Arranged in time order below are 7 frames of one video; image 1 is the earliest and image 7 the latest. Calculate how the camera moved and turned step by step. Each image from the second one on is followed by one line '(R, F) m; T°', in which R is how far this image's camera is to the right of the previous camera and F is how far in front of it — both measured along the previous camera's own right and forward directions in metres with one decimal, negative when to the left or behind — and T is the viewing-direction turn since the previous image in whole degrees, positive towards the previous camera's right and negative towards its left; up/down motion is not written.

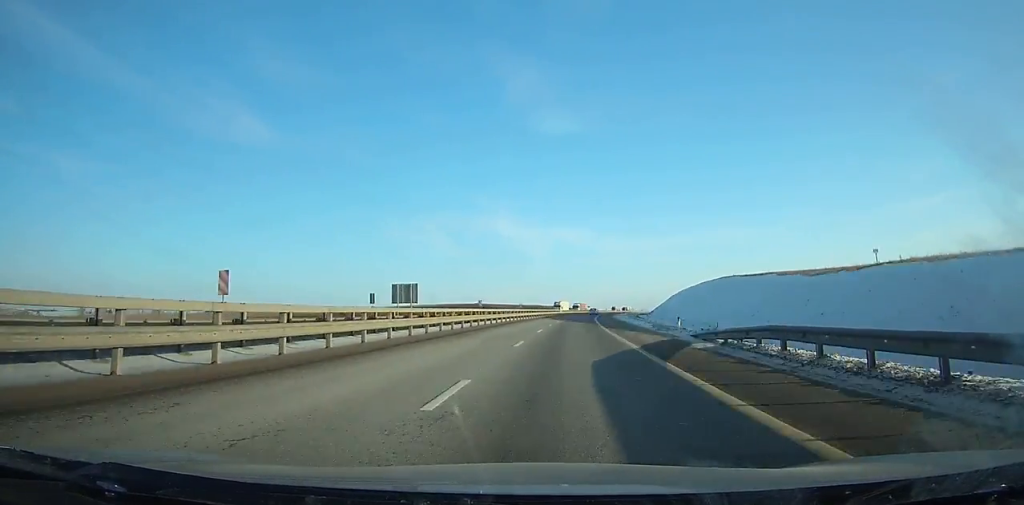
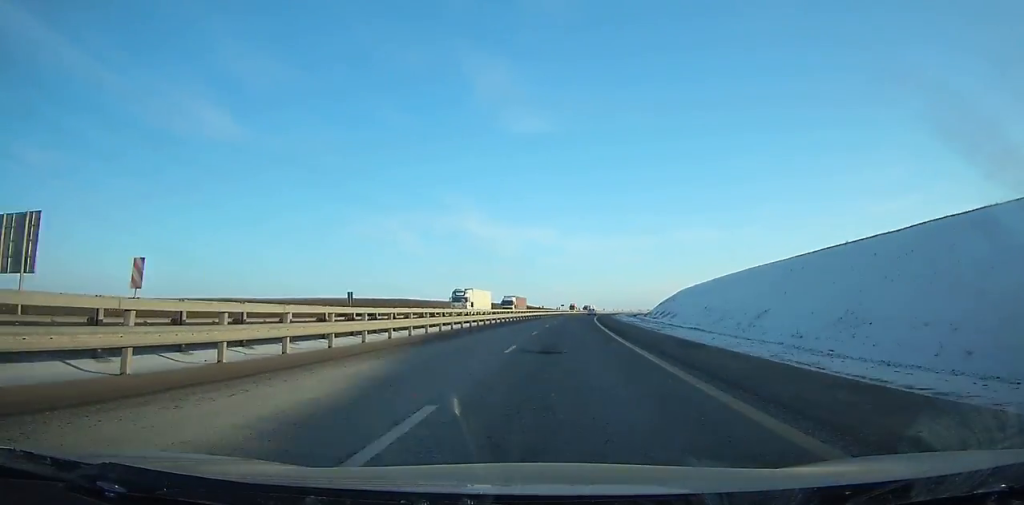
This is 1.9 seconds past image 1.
(+0.9, +60.9) m; +3°
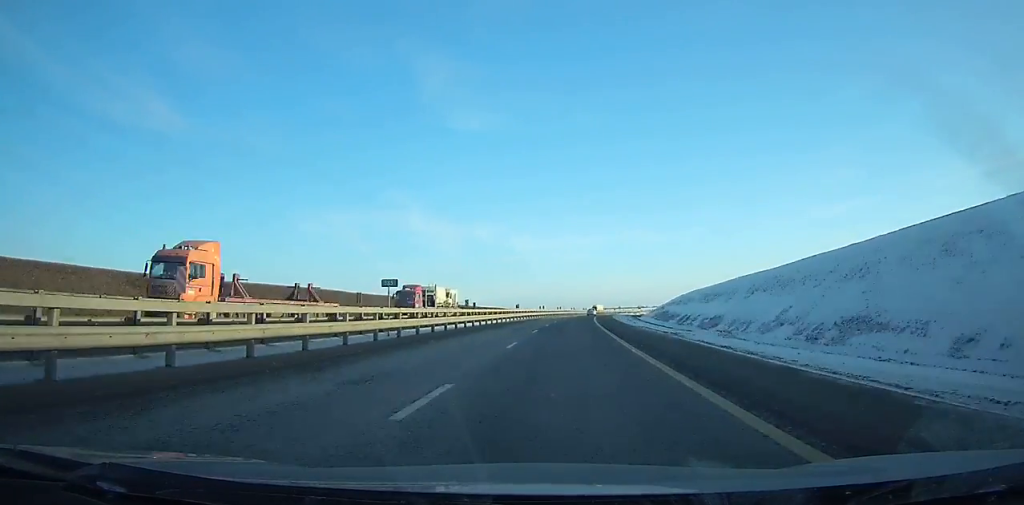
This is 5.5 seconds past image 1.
(+6.6, +115.2) m; +6°
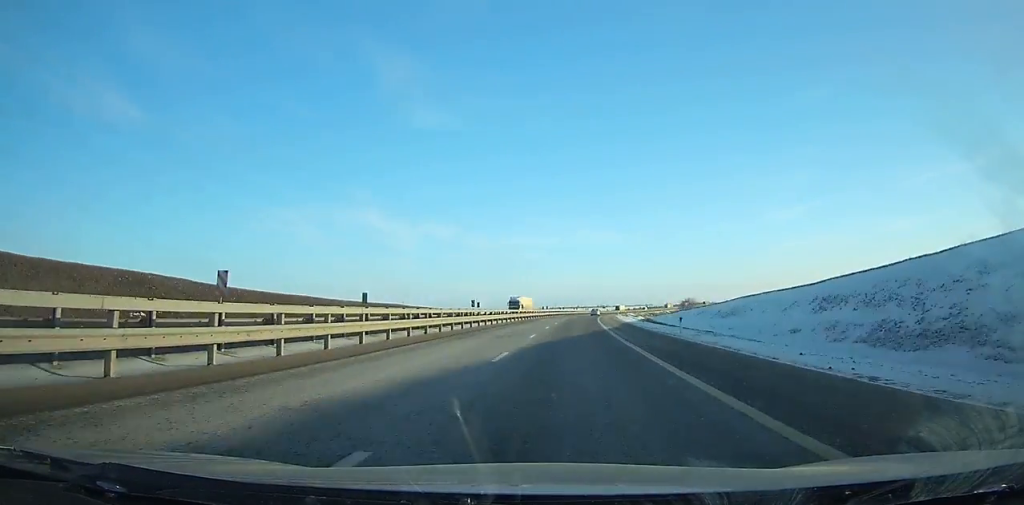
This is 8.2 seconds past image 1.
(+3.1, +86.8) m; +4°
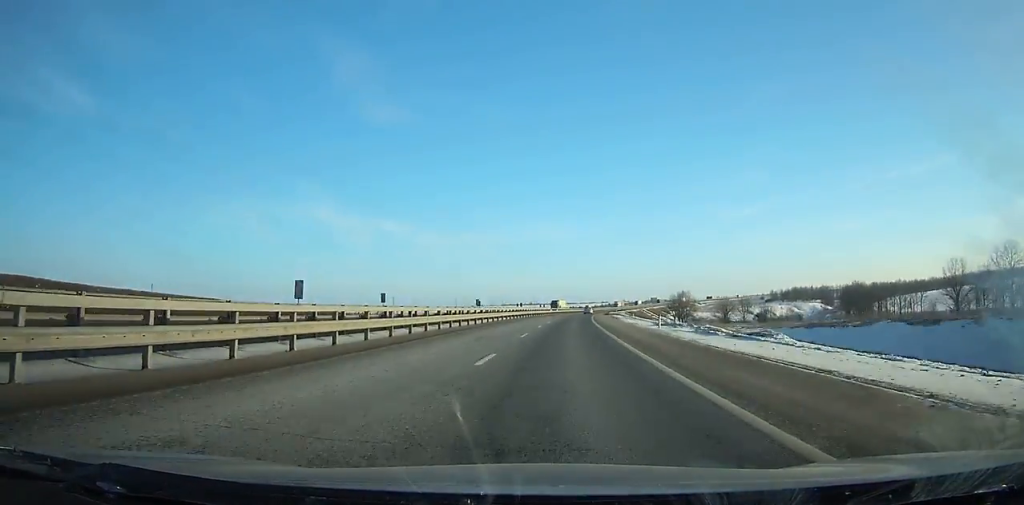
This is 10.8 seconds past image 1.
(+2.8, +84.1) m; +4°
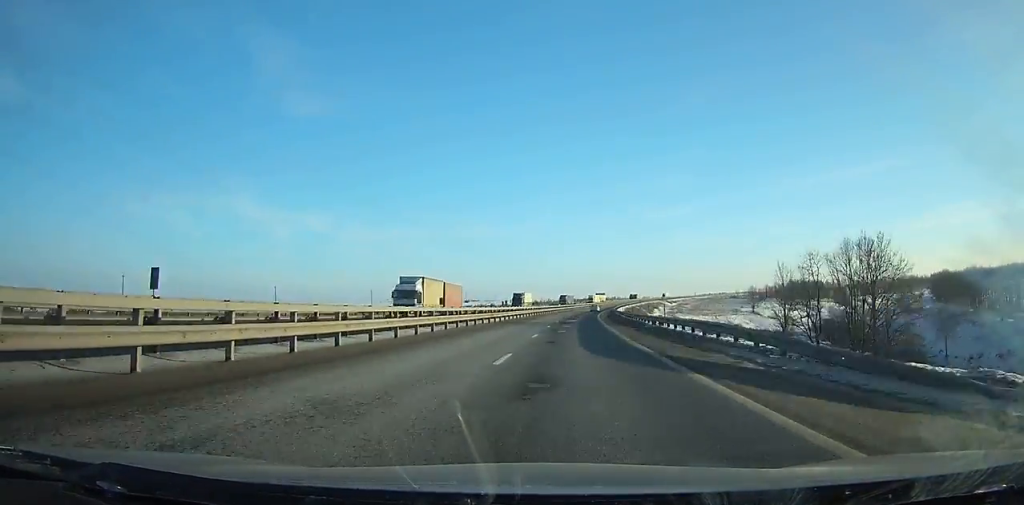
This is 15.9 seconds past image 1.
(+12.4, +166.7) m; +8°
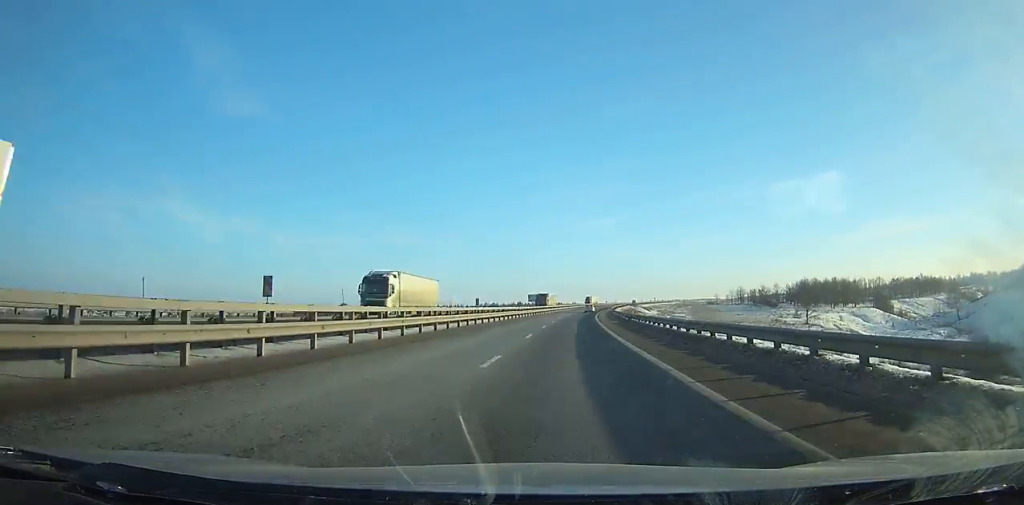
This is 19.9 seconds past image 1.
(+6.9, +132.1) m; +6°
